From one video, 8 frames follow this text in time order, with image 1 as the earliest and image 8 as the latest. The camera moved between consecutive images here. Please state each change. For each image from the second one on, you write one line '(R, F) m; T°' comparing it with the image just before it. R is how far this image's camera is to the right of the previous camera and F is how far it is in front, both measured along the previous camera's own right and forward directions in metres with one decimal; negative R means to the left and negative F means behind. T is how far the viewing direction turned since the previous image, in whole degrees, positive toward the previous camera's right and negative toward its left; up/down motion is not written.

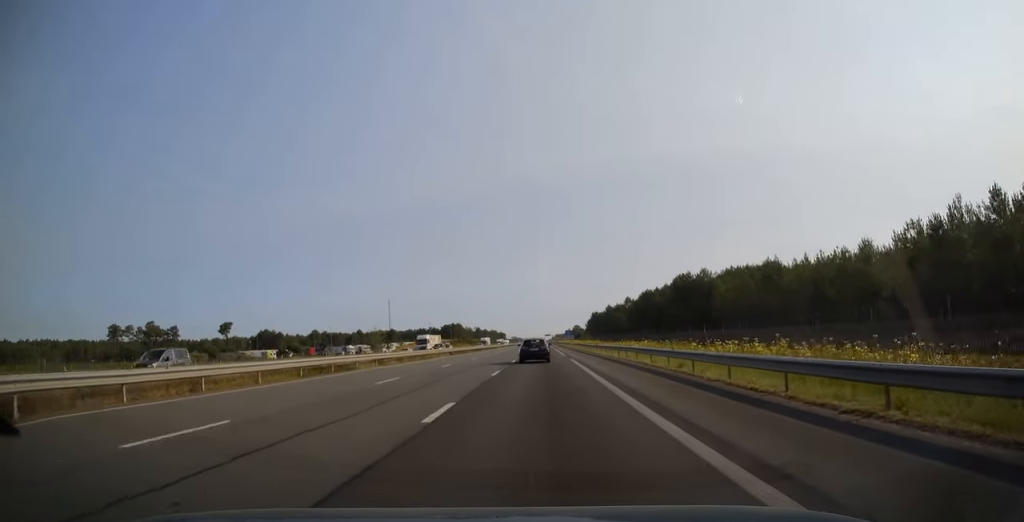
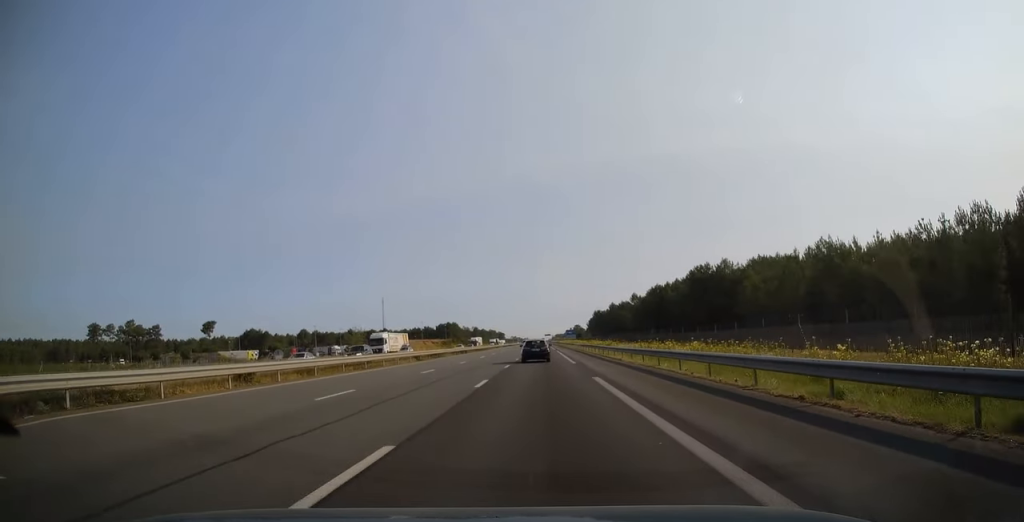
(0.0, +18.2) m; 0°
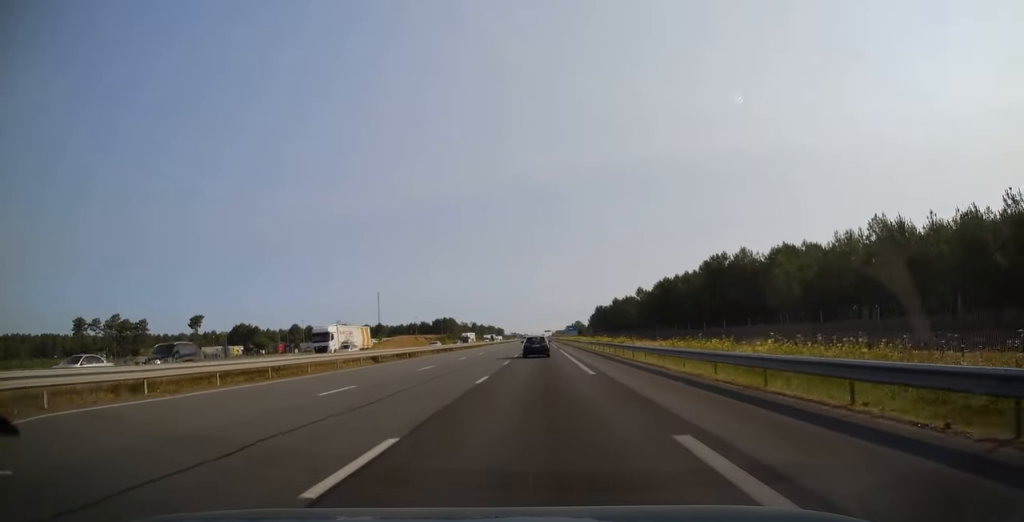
(0.0, +12.8) m; 0°
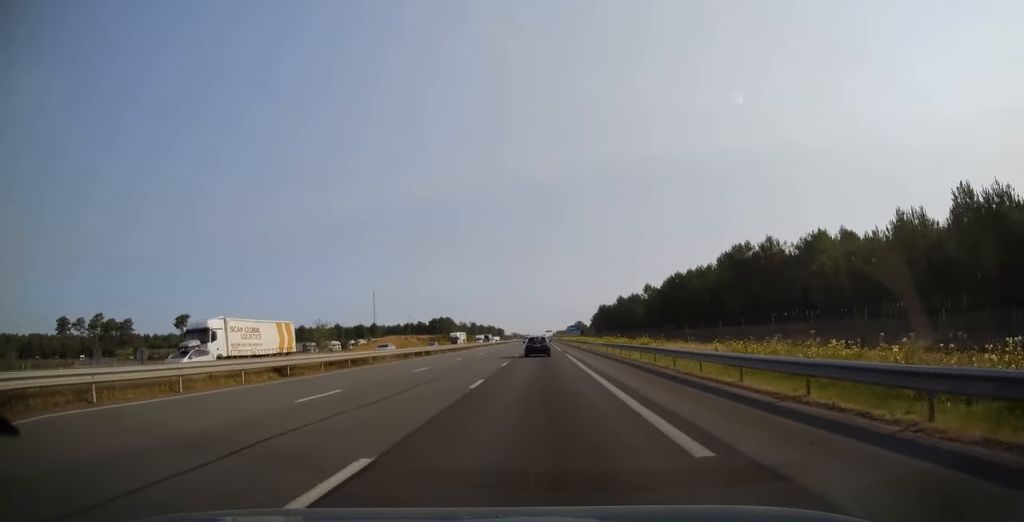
(0.0, +14.3) m; 0°
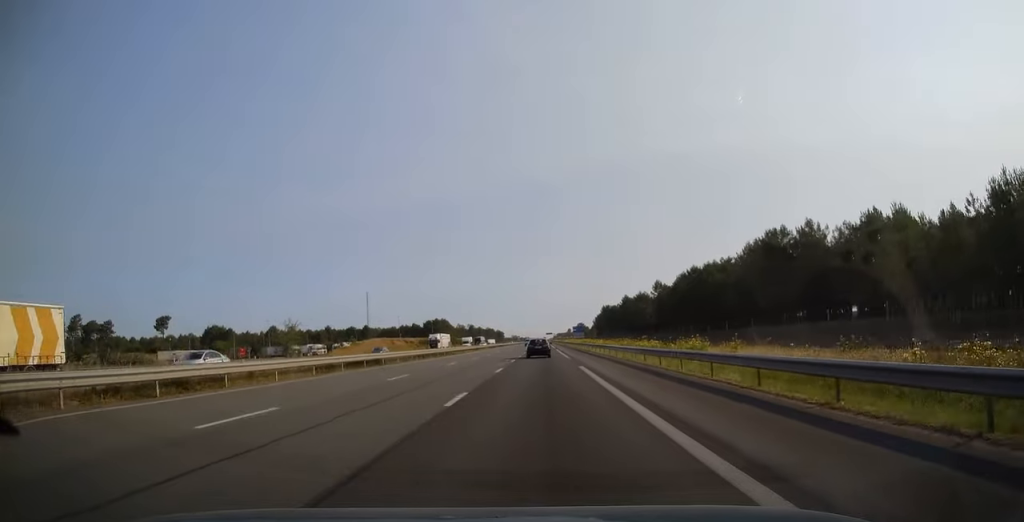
(0.0, +17.3) m; 0°
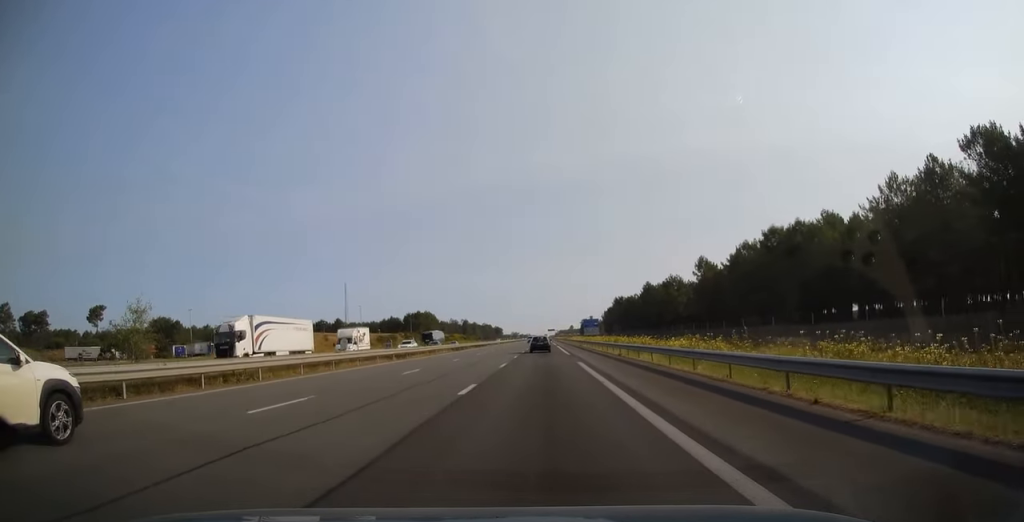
(-0.2, +49.9) m; 0°
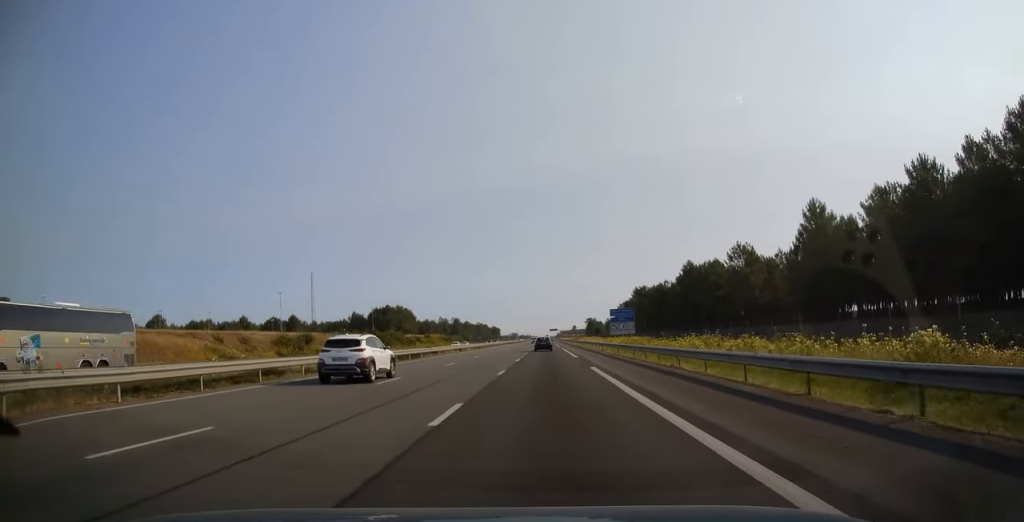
(+0.1, +56.6) m; 0°
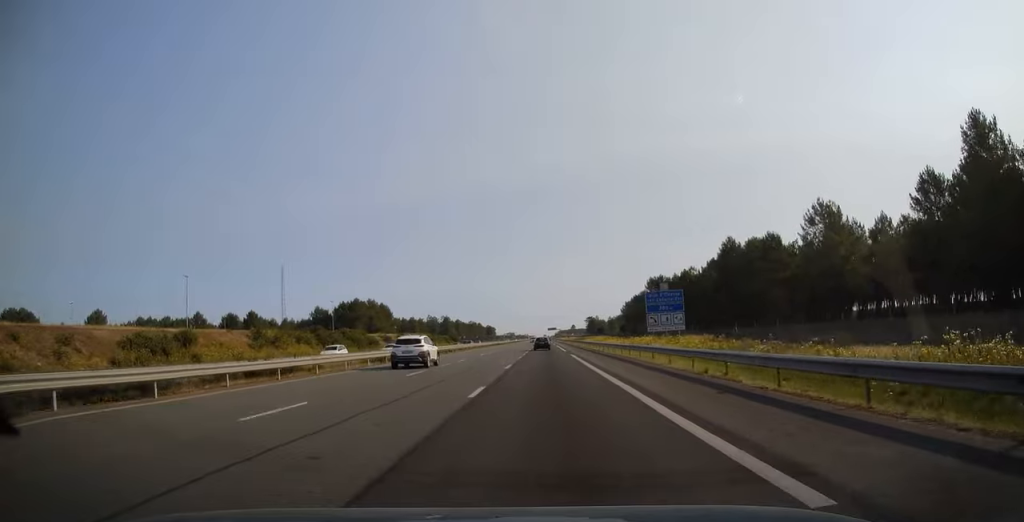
(+0.1, +34.4) m; 0°
